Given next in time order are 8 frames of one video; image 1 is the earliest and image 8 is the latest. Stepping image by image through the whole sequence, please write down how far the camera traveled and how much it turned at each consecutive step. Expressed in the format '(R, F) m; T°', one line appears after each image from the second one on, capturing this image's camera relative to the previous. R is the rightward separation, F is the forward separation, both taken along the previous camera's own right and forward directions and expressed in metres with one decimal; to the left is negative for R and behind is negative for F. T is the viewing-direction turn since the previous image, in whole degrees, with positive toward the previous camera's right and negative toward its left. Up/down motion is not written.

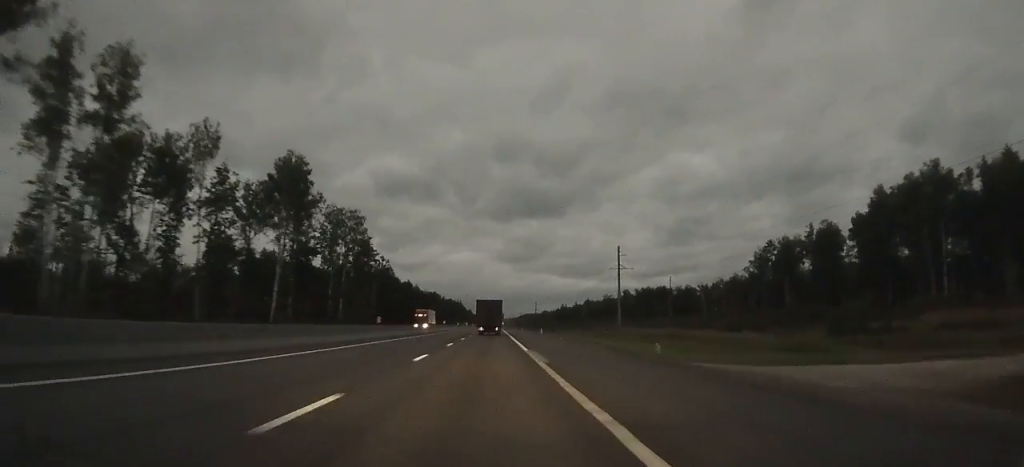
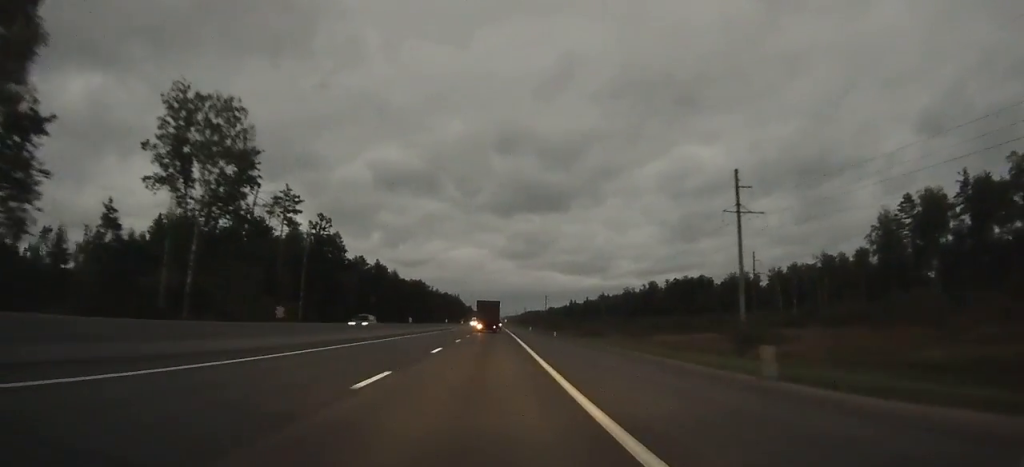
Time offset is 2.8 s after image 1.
(+0.1, +67.1) m; 0°
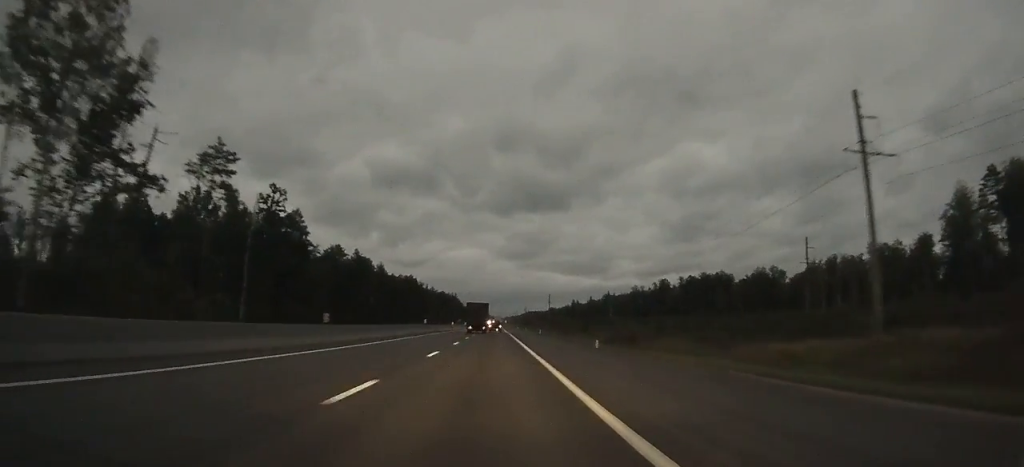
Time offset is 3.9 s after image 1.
(0.0, +25.7) m; 0°
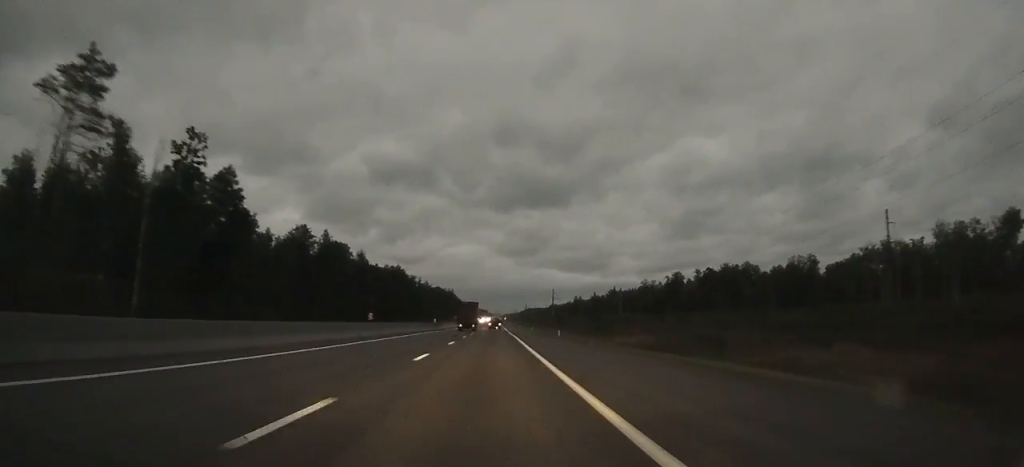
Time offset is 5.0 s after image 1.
(-0.1, +27.3) m; 0°
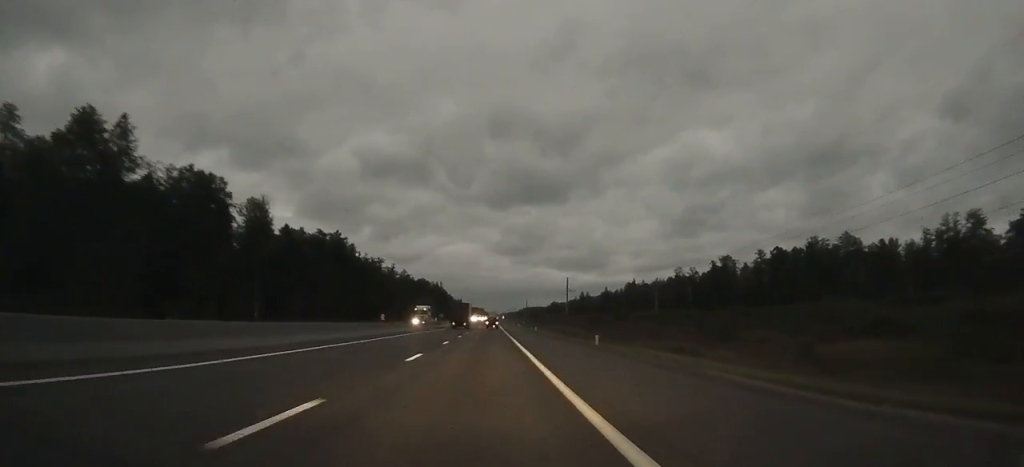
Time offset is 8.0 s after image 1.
(0.0, +72.2) m; 0°
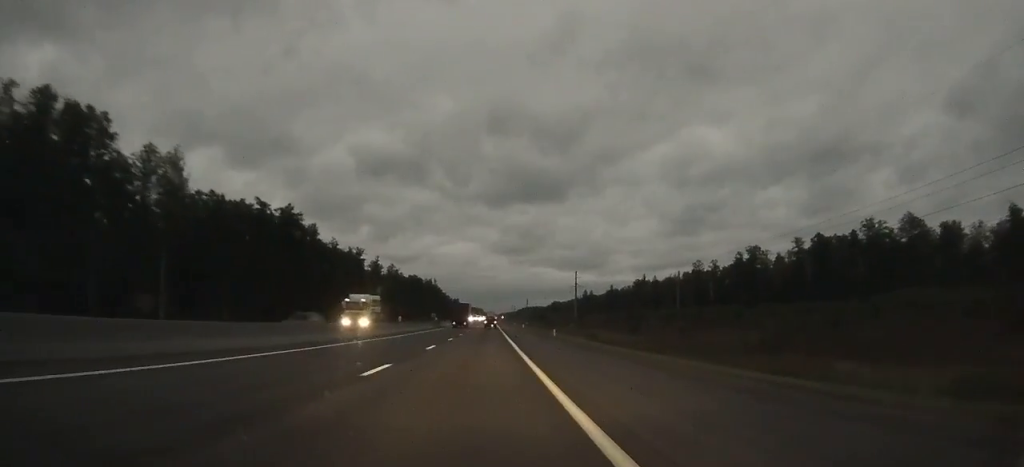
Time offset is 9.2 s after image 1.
(+0.2, +28.8) m; 0°
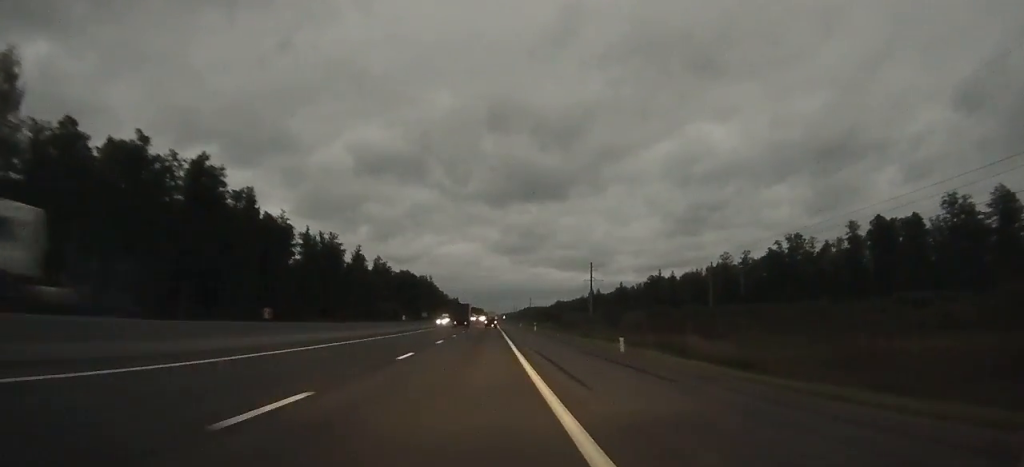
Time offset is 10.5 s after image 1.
(+0.1, +30.2) m; 0°
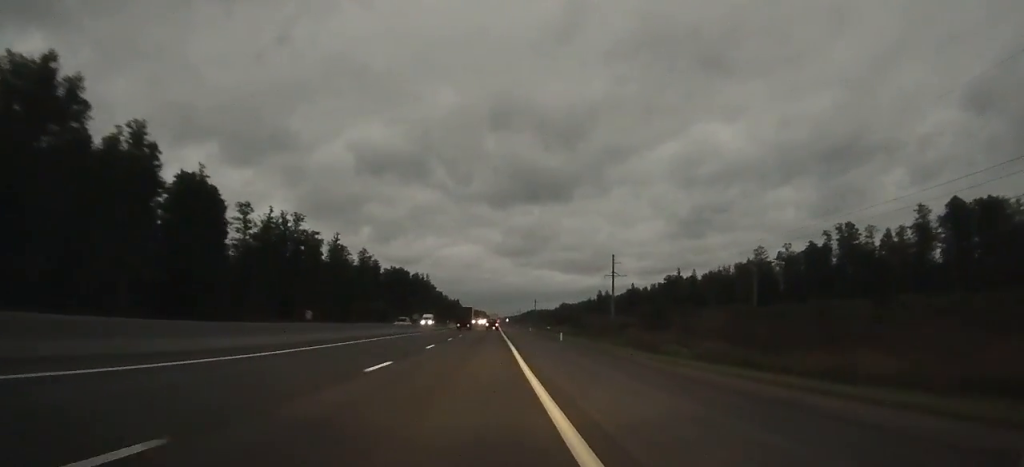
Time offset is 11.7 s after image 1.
(0.0, +28.5) m; 0°
